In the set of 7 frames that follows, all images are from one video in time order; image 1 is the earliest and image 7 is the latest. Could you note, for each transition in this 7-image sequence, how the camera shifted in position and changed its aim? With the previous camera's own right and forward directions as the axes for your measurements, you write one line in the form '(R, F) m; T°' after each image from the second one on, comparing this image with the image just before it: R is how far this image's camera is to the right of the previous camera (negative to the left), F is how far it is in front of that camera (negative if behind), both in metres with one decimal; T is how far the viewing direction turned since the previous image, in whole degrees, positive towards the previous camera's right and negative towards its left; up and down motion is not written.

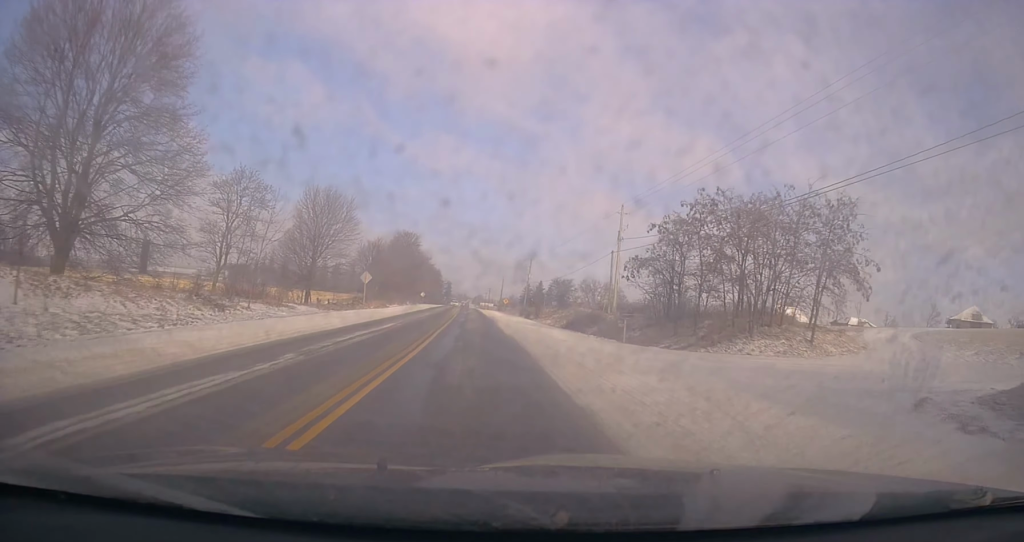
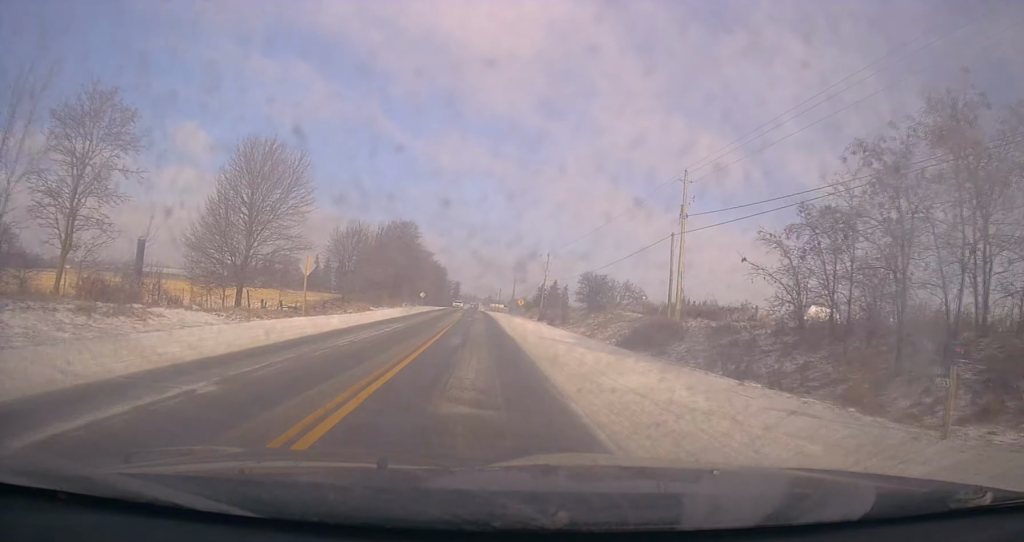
(-0.3, +18.3) m; -2°
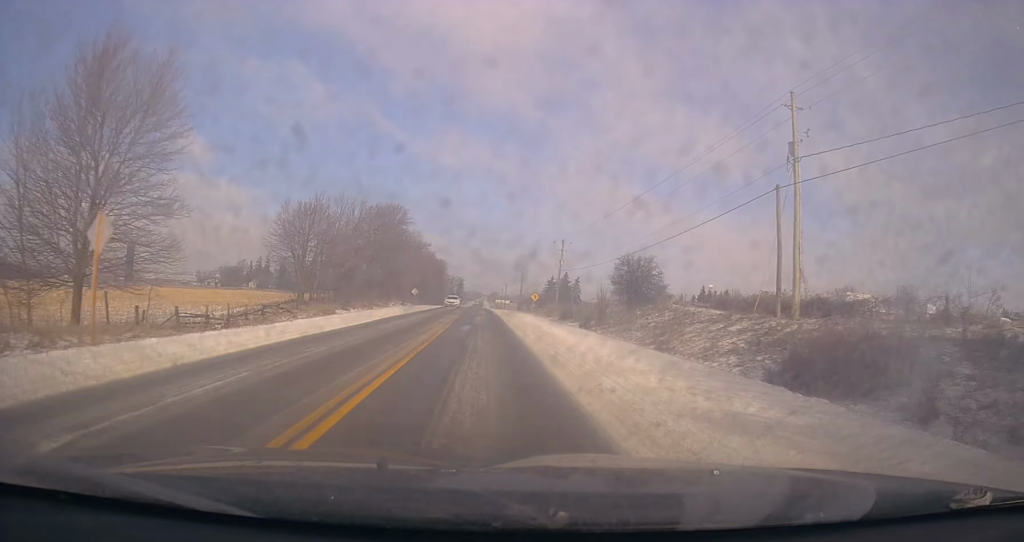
(-0.3, +17.6) m; 0°
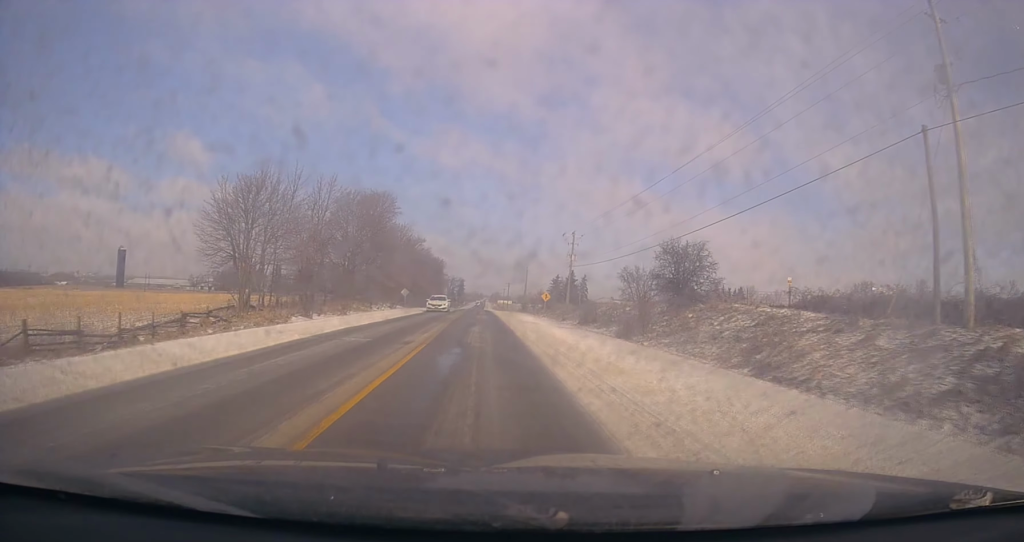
(0.0, +11.8) m; 0°
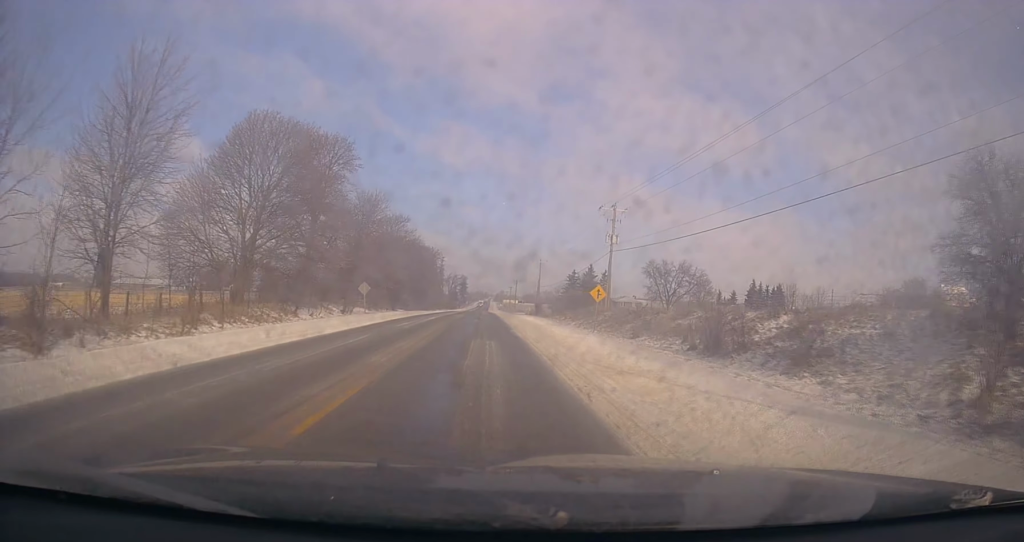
(-0.3, +27.5) m; -1°
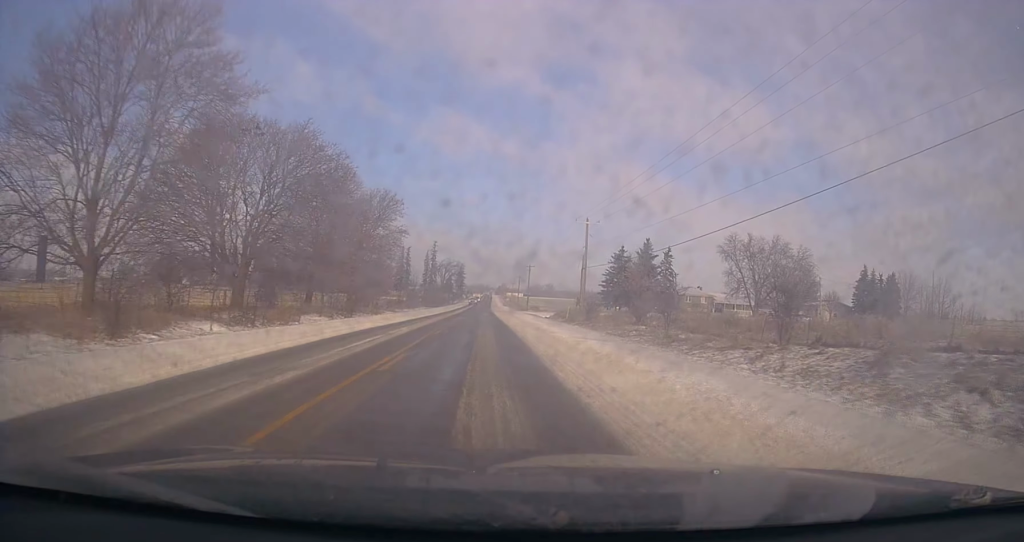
(-0.1, +58.7) m; -1°
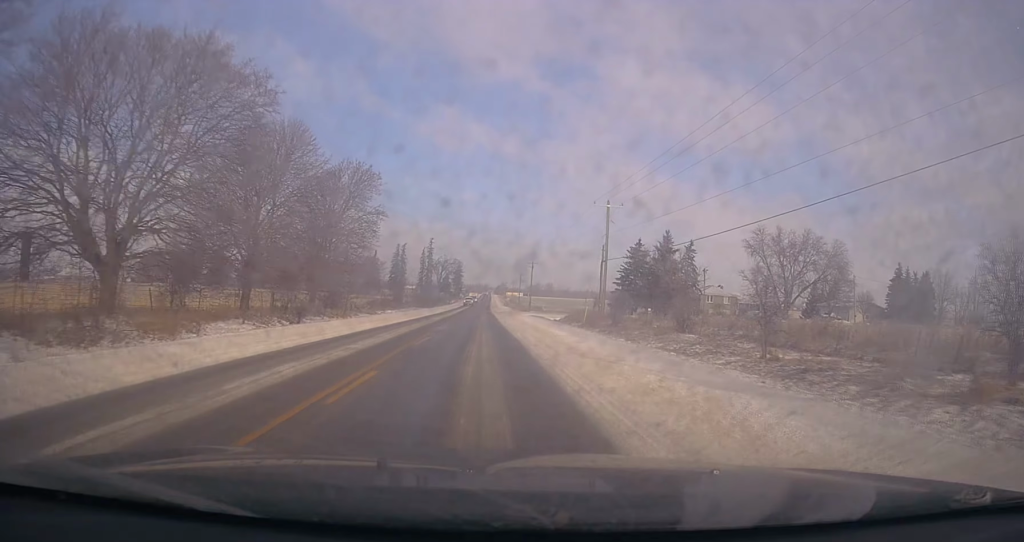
(-0.1, +13.6) m; 0°
